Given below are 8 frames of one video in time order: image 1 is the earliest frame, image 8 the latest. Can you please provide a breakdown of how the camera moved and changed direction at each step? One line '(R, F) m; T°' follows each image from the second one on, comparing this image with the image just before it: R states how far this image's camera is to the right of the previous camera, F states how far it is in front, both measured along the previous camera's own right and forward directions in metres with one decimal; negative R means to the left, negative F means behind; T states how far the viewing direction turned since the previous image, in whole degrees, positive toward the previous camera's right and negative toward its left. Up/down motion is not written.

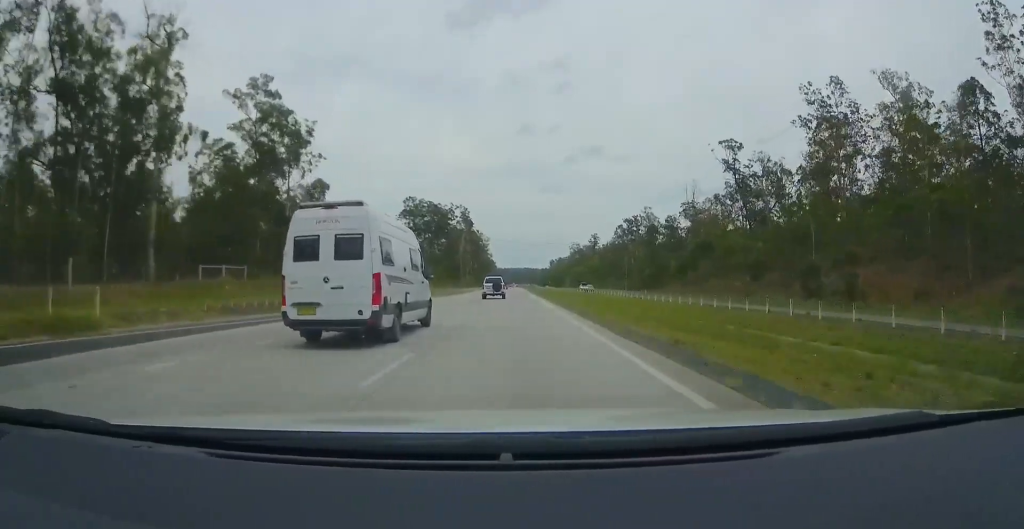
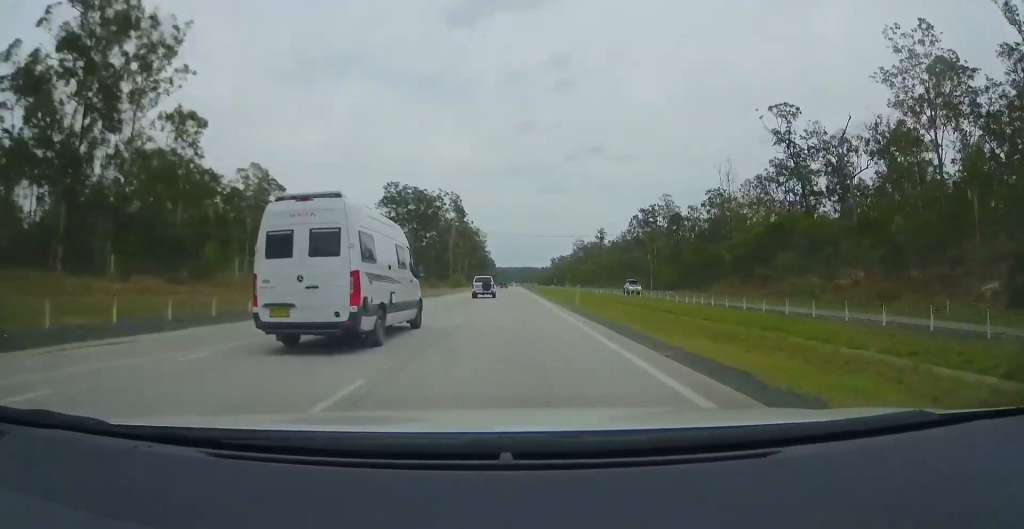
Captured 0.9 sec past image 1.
(+0.4, +26.7) m; 0°
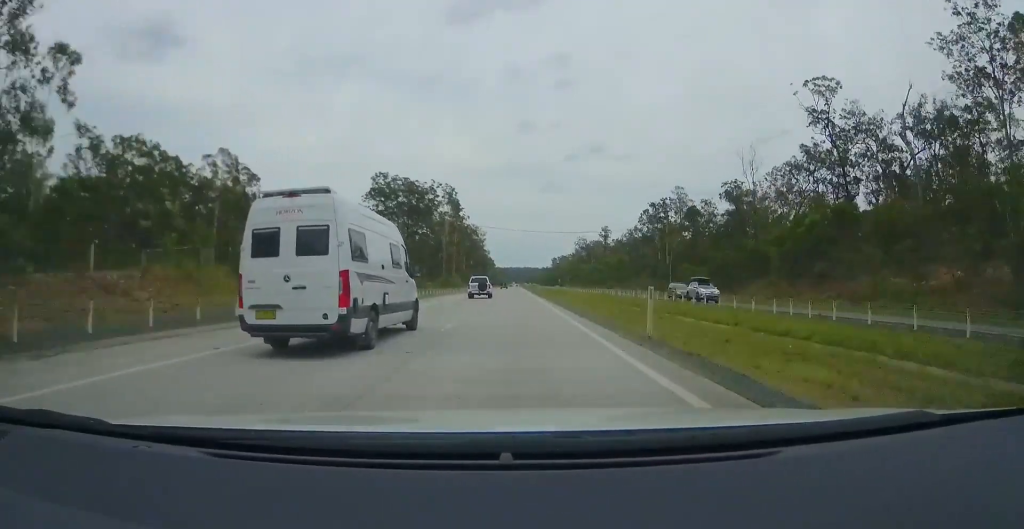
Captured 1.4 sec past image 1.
(-0.1, +14.6) m; 0°
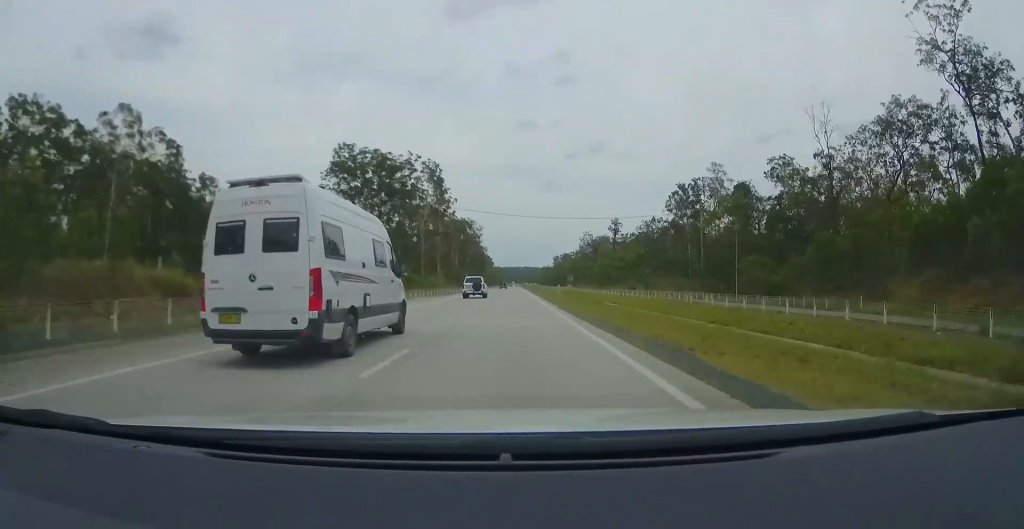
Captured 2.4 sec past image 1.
(-0.1, +30.5) m; 0°
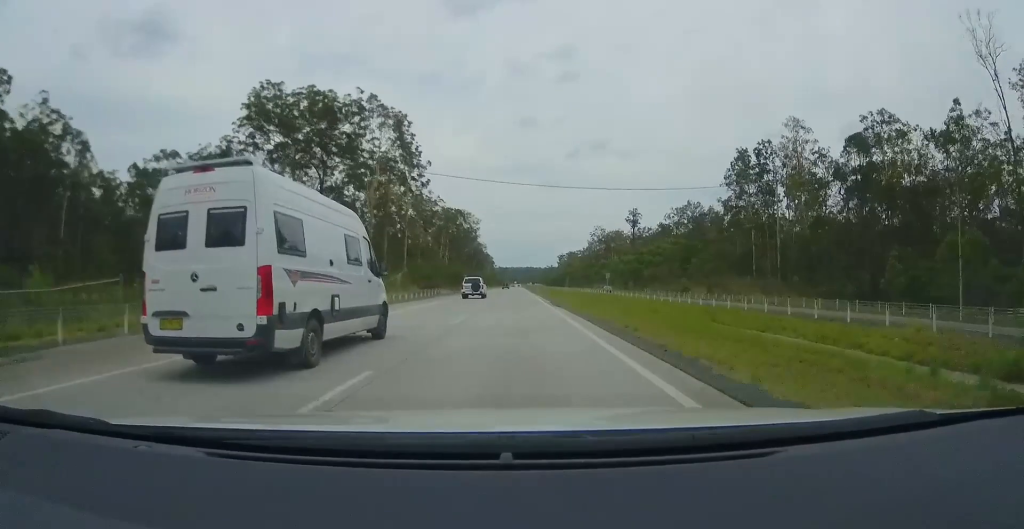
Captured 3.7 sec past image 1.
(-0.5, +40.3) m; -1°
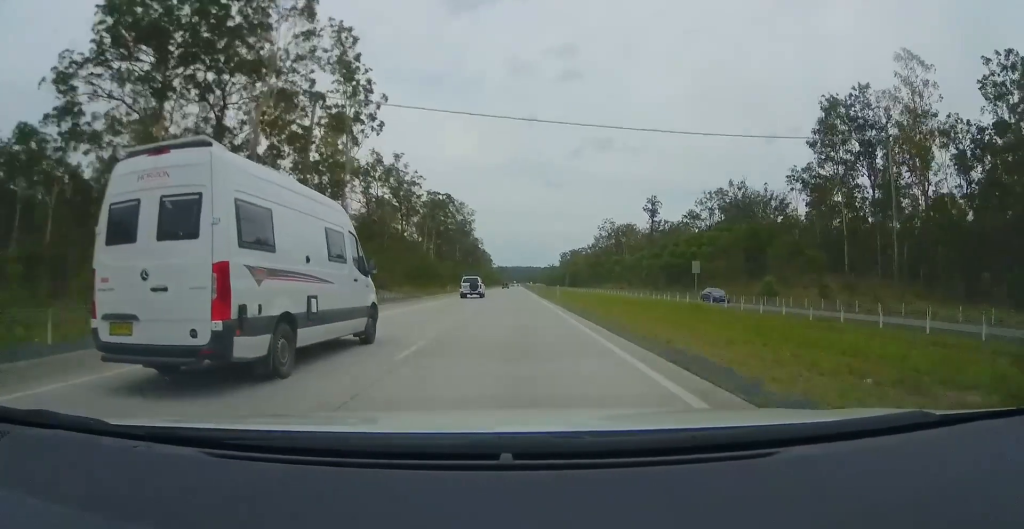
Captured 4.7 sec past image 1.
(+0.3, +31.6) m; +1°
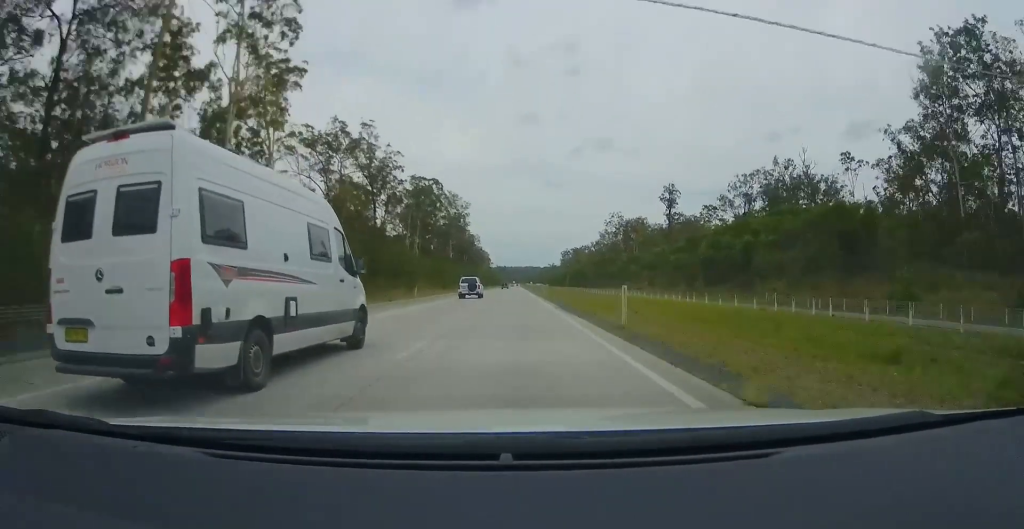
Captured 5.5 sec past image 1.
(0.0, +24.3) m; 0°
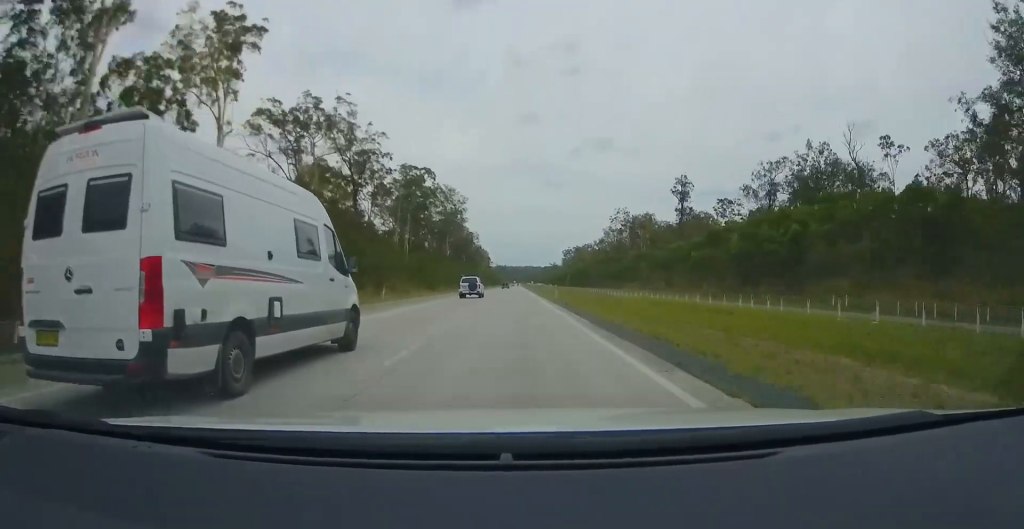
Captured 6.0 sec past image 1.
(-0.2, +13.3) m; 0°
